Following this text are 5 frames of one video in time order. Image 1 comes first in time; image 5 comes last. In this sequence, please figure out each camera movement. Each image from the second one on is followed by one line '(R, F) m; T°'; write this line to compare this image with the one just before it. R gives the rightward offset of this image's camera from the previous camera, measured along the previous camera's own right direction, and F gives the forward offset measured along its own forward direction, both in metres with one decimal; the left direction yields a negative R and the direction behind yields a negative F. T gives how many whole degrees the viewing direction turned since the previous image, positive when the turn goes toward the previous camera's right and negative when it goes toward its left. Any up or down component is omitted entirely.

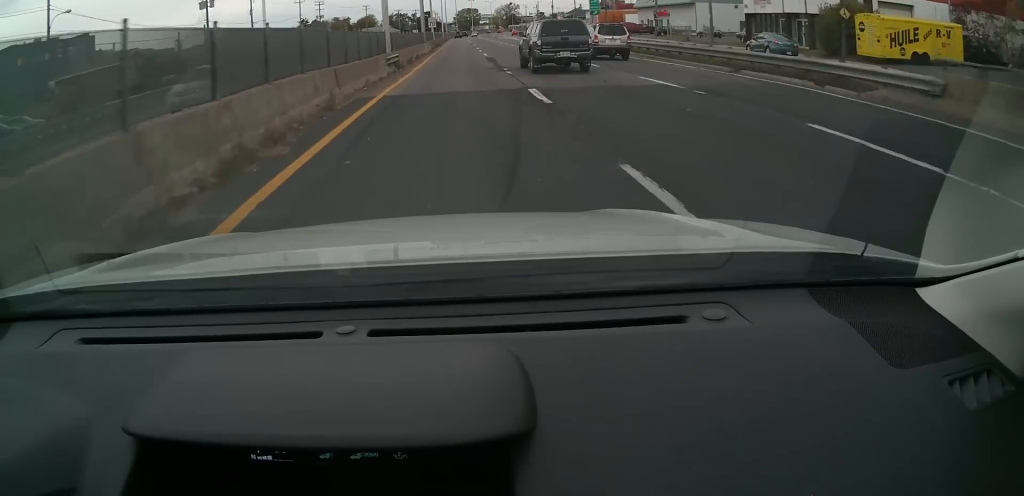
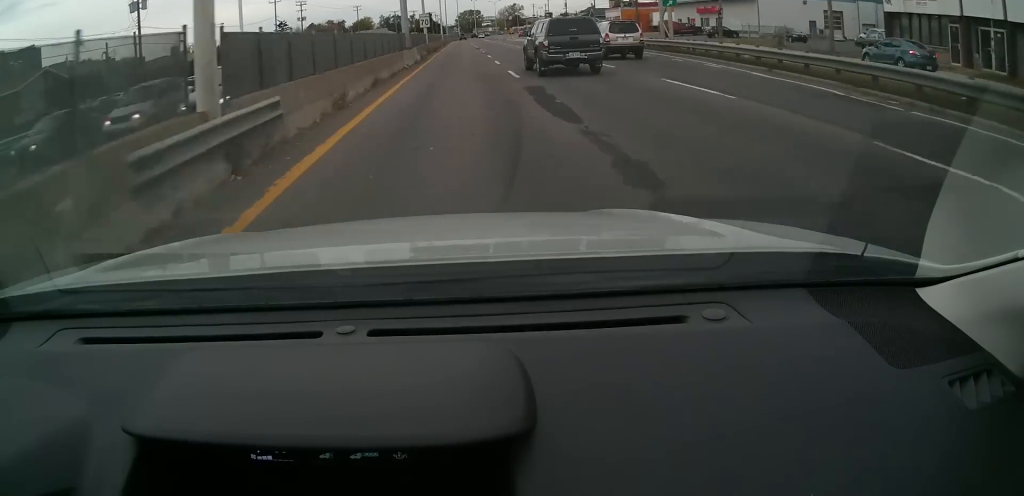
(-0.1, +16.9) m; 0°
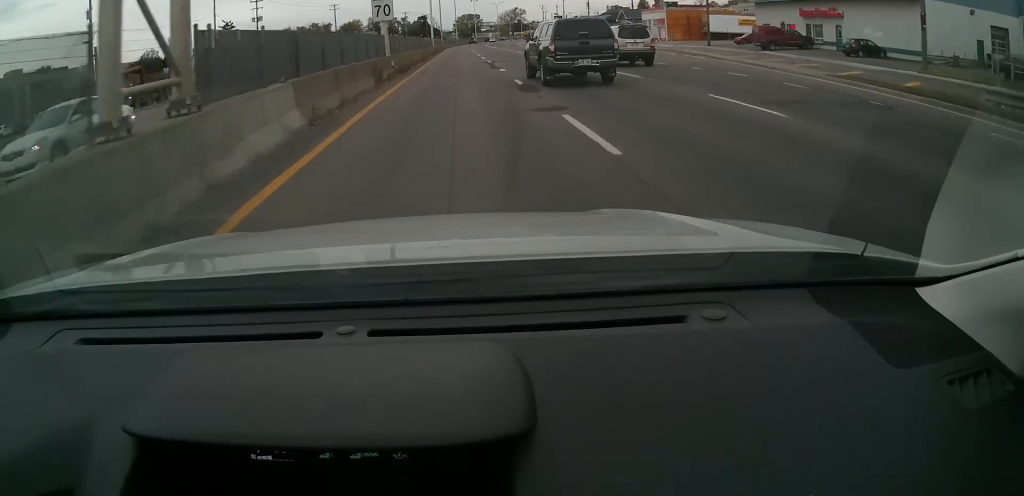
(+0.3, +27.9) m; +1°
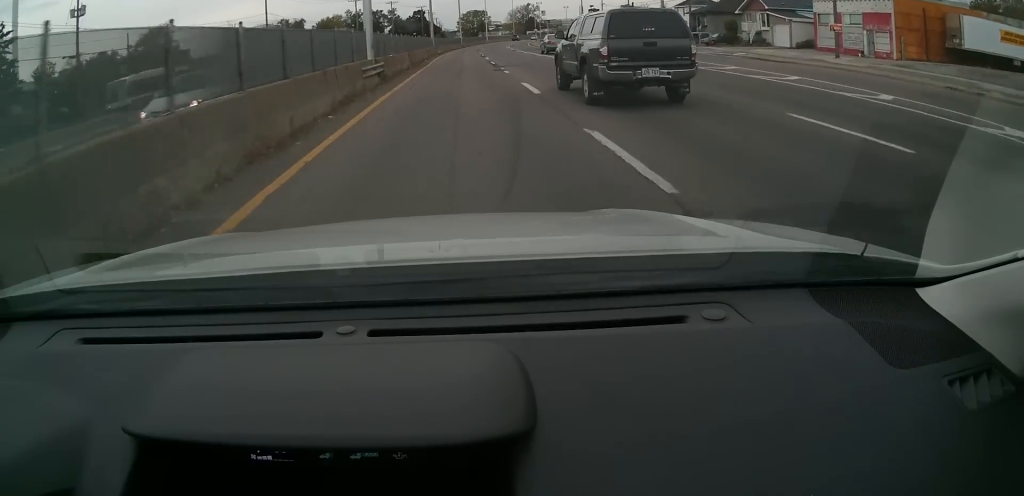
(-0.4, +52.8) m; -1°
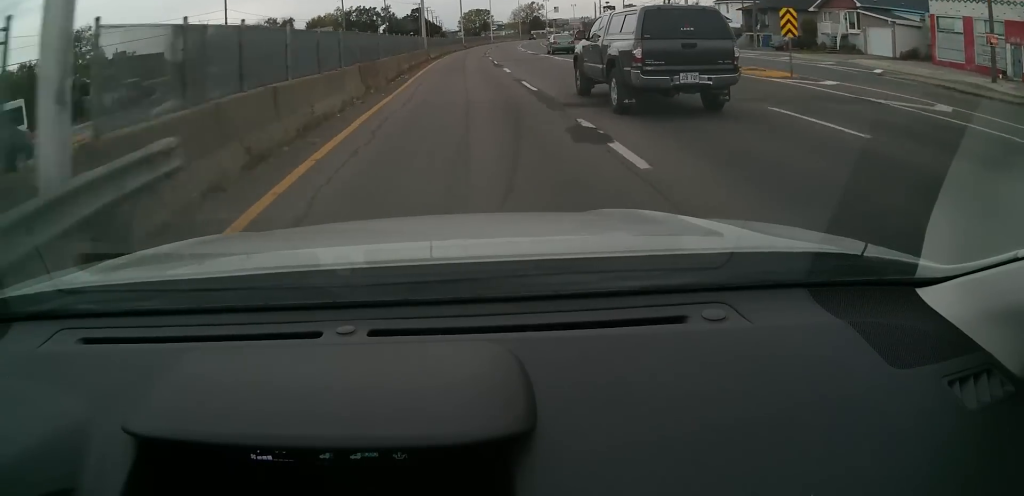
(0.0, +16.7) m; 0°
